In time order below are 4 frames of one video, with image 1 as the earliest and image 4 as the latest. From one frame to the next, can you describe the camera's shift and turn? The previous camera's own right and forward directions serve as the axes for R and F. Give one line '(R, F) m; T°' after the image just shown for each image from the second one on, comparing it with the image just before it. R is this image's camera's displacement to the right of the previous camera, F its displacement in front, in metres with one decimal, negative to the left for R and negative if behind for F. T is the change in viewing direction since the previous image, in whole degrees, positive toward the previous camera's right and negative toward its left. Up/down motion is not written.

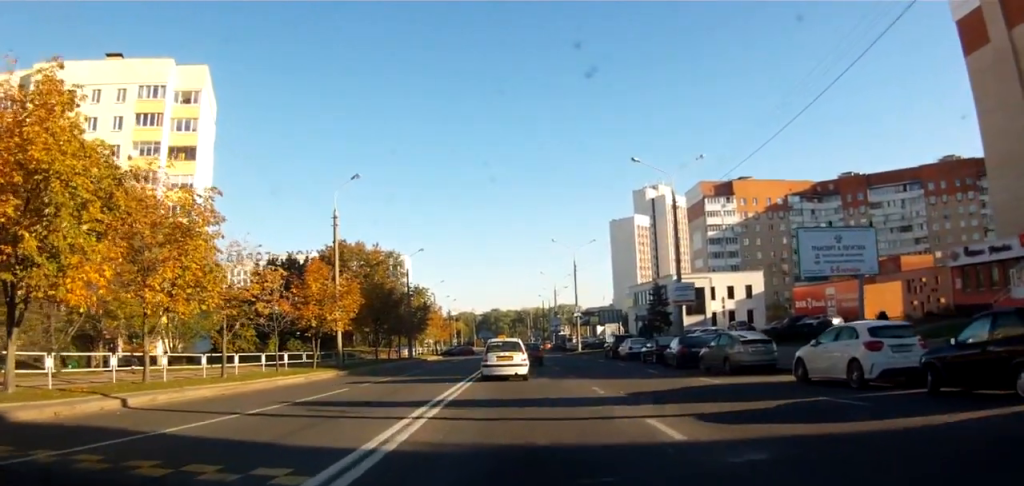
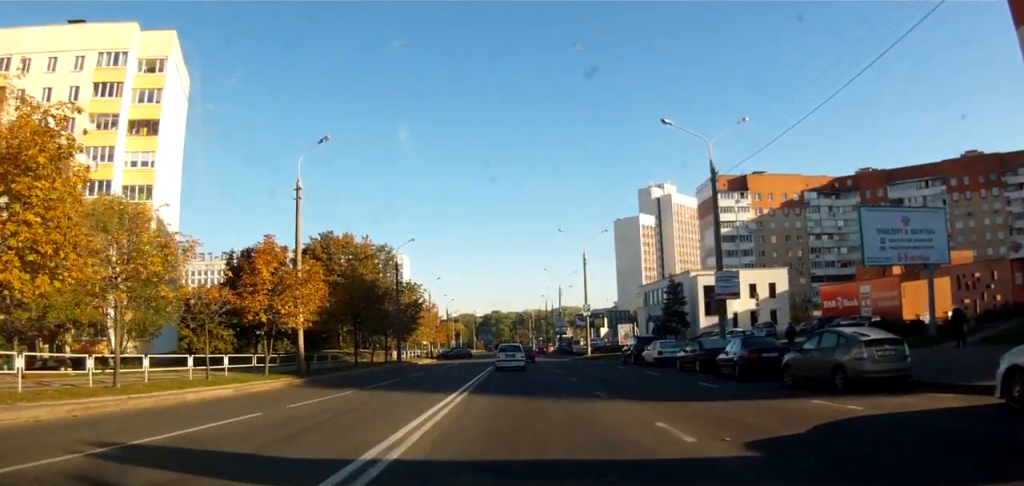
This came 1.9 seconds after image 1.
(-0.1, +9.1) m; -4°
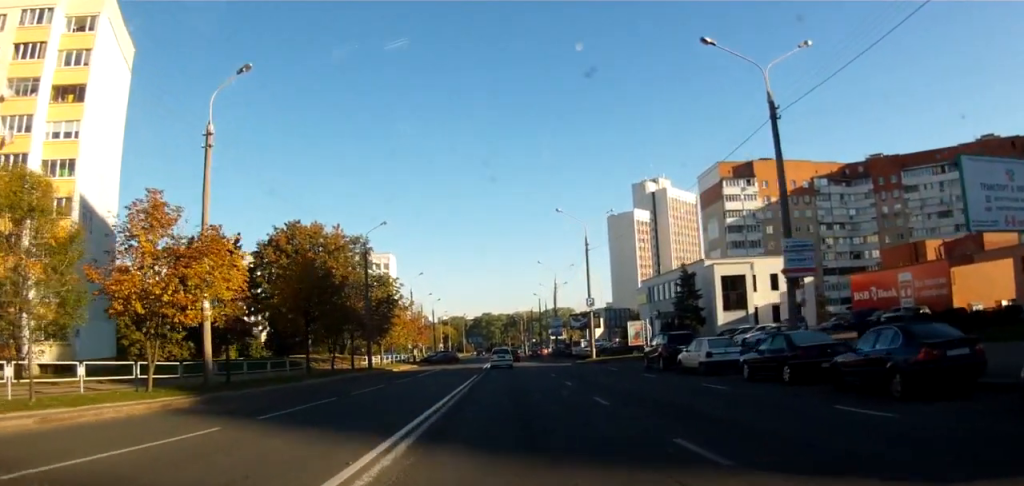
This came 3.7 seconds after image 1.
(-0.3, +11.8) m; 0°
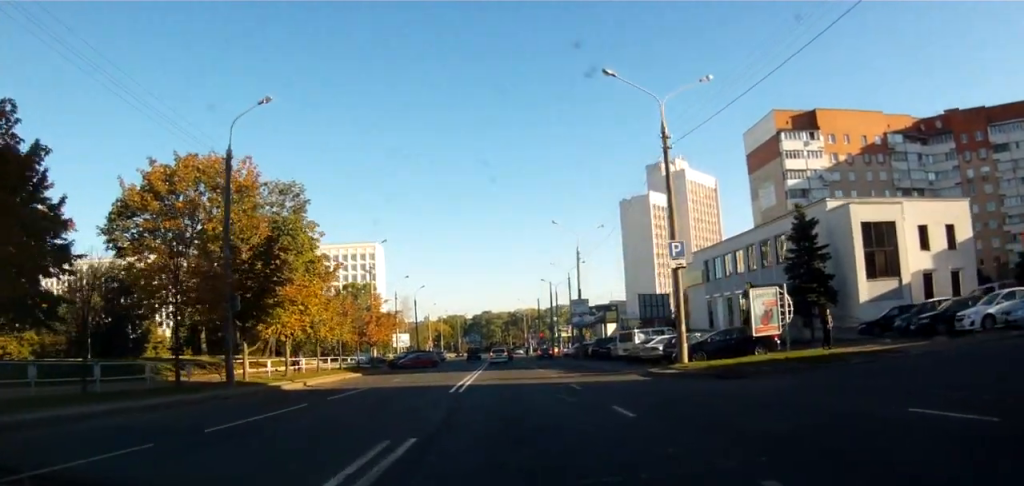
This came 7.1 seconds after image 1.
(+0.9, +26.4) m; +2°
